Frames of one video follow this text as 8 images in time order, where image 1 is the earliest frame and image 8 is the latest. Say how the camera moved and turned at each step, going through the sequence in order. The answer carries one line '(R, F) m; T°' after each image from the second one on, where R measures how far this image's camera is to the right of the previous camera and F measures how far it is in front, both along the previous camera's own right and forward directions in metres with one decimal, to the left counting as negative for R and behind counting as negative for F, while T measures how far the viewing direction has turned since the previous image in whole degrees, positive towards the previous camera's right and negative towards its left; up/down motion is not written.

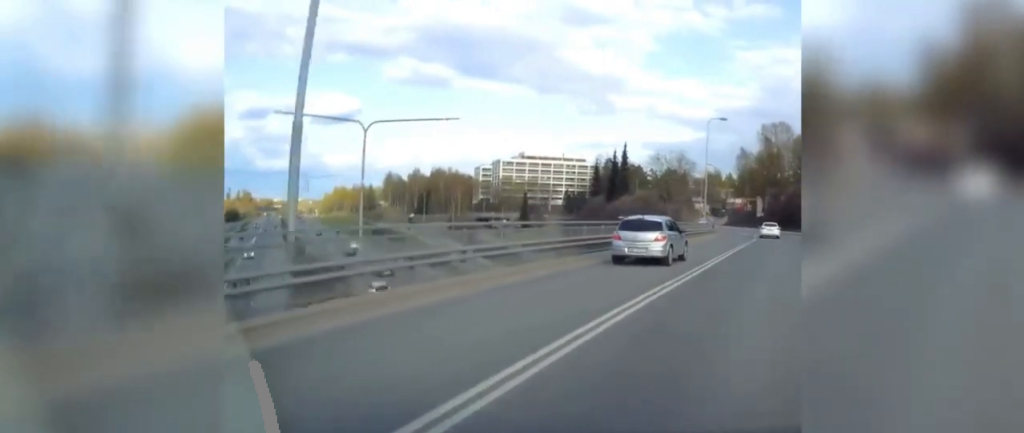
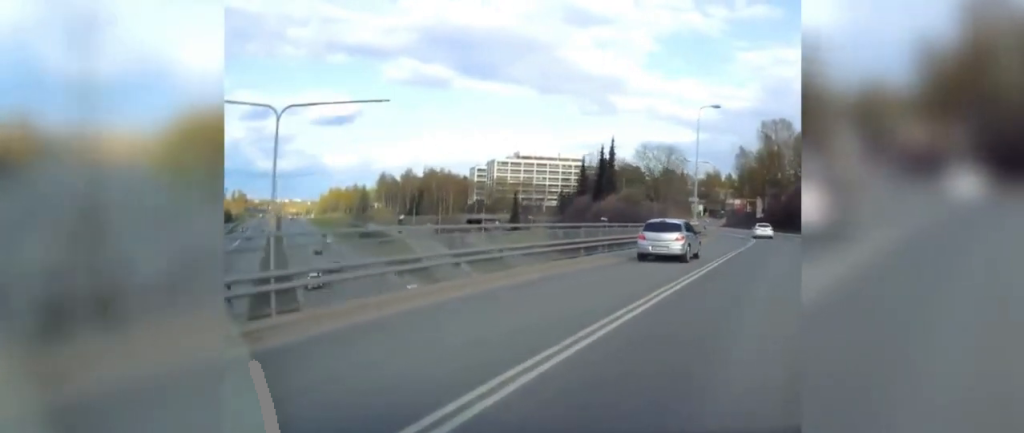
(0.0, +6.3) m; 0°
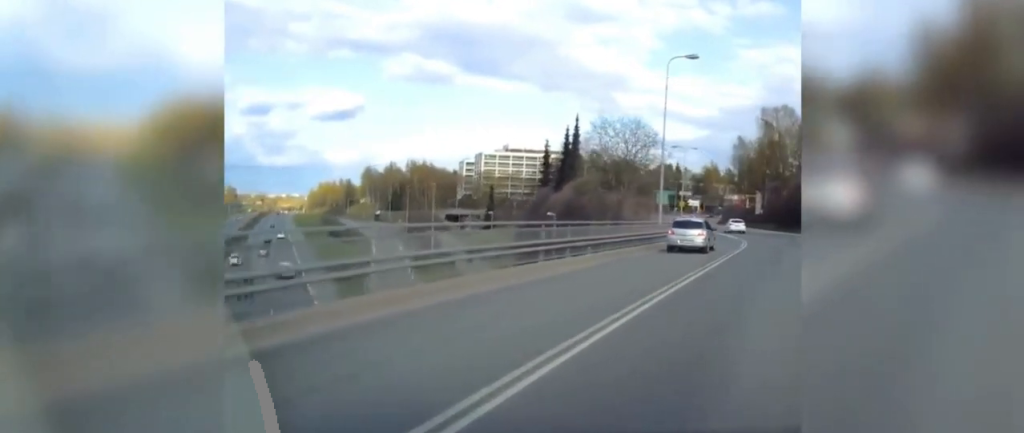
(-0.1, +13.1) m; 0°
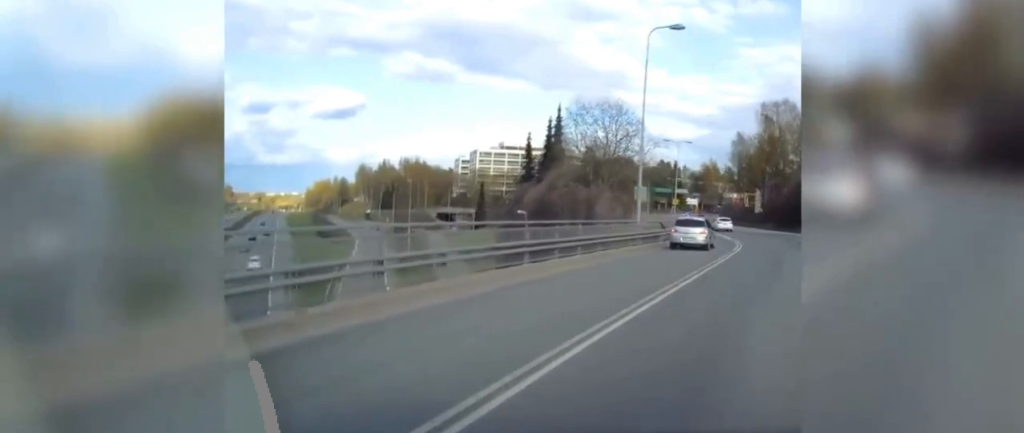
(0.0, +5.1) m; +1°
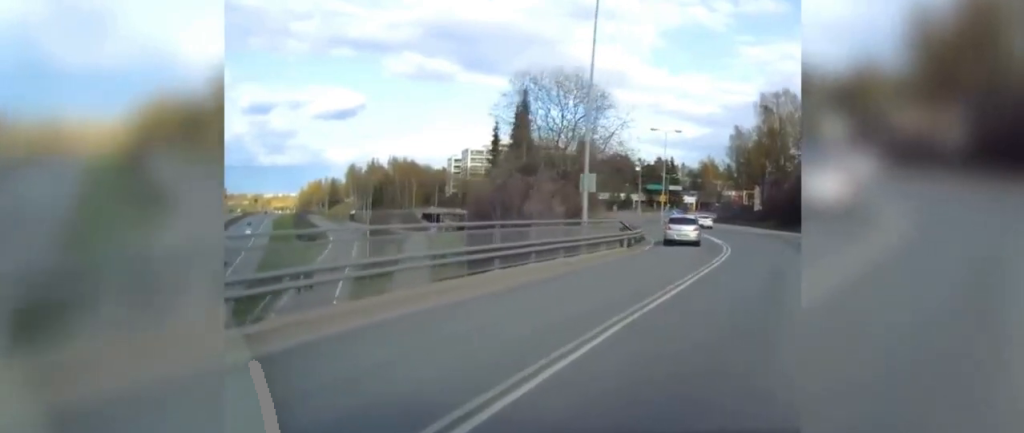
(+0.2, +8.0) m; +1°
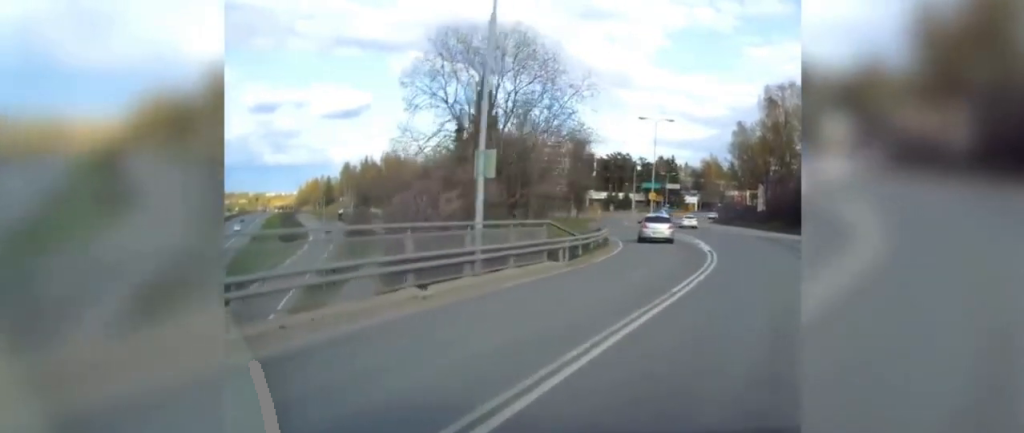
(0.0, +8.2) m; -1°
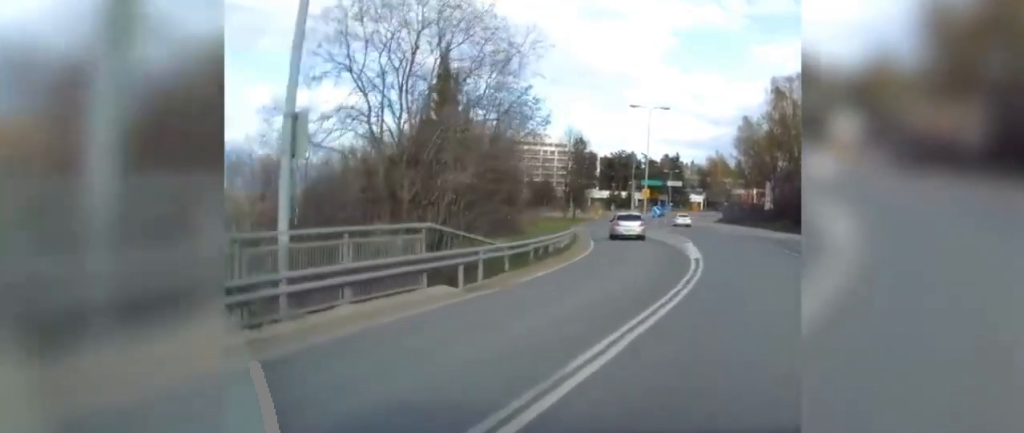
(-0.1, +6.2) m; -2°
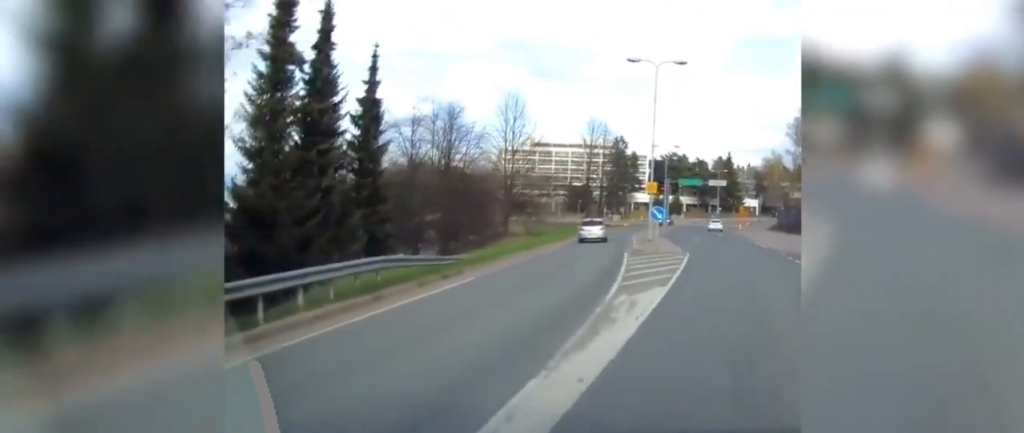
(-0.8, +17.9) m; -3°
